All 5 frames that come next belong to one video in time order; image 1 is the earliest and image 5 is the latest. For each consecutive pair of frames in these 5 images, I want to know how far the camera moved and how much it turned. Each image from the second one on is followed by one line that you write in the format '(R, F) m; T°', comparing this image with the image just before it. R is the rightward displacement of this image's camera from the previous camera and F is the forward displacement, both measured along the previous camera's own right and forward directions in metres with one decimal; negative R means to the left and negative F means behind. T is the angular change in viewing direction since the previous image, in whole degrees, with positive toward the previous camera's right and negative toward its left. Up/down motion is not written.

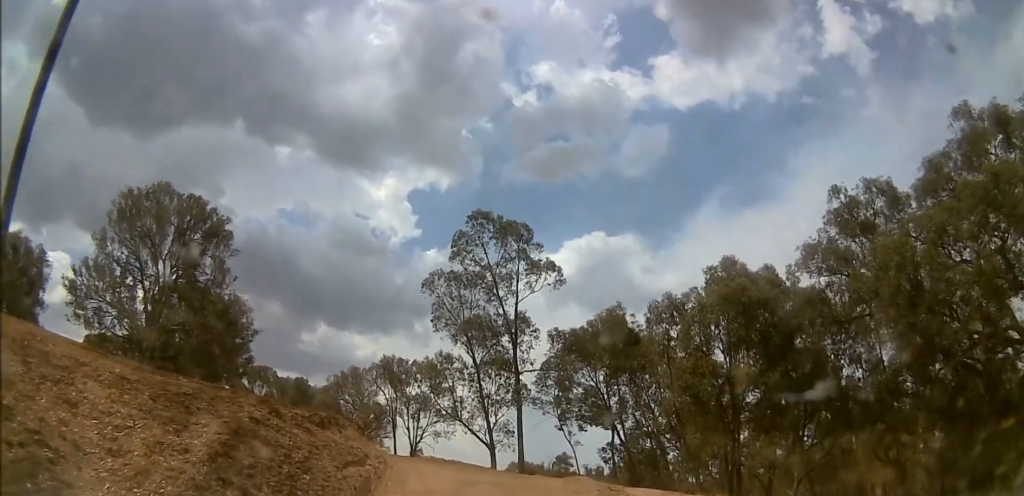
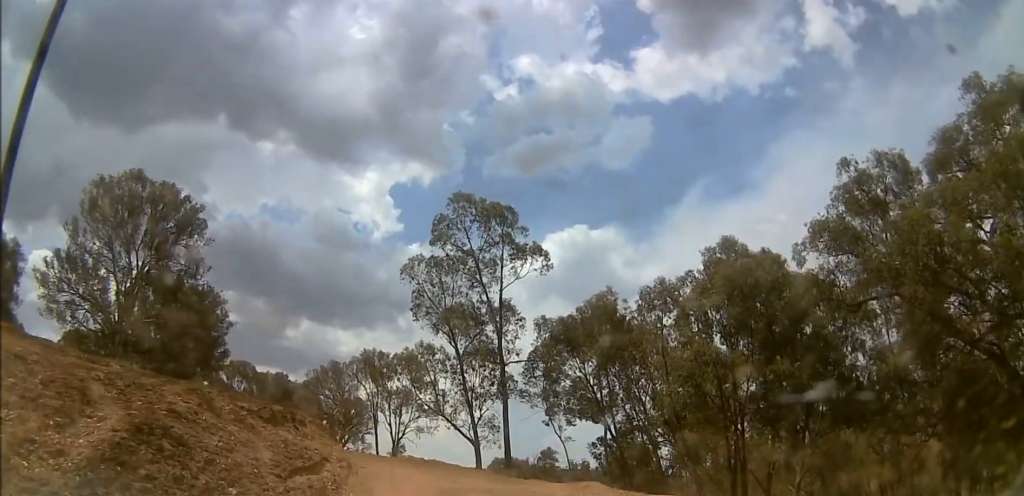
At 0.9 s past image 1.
(0.0, +2.7) m; +1°
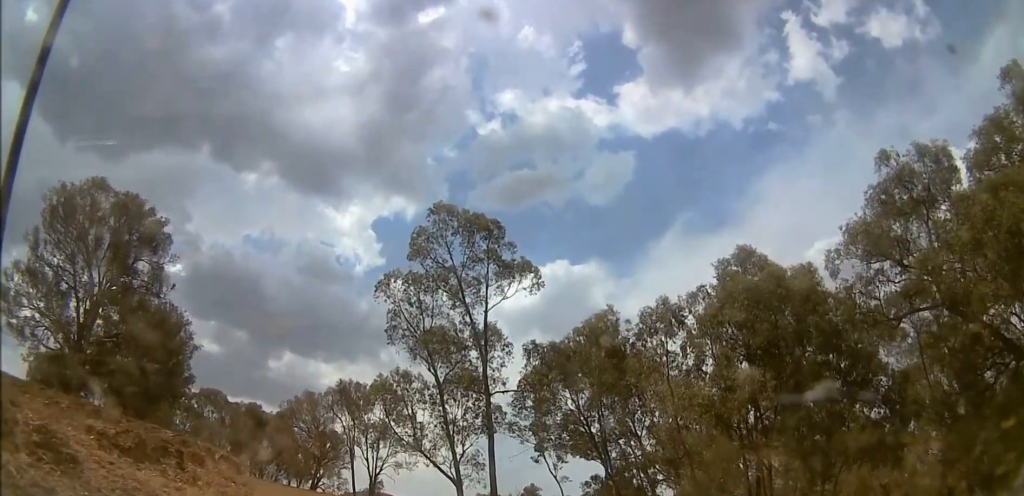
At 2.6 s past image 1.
(+0.1, +5.0) m; +1°
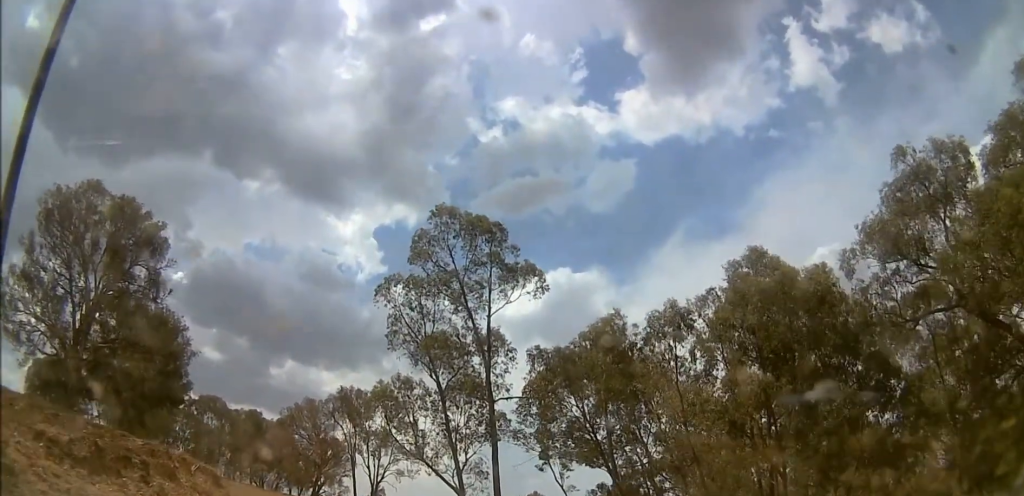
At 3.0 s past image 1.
(0.0, +1.1) m; 0°
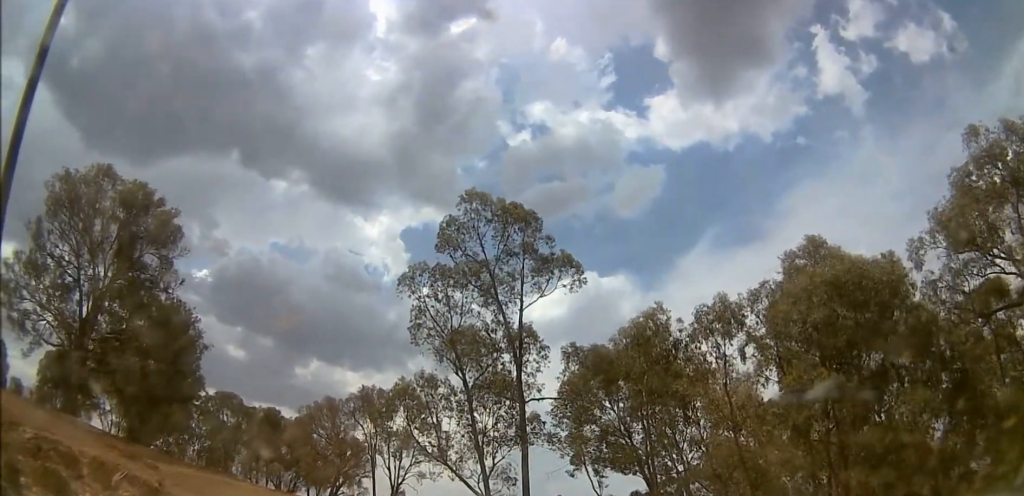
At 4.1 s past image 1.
(0.0, +3.1) m; -1°
